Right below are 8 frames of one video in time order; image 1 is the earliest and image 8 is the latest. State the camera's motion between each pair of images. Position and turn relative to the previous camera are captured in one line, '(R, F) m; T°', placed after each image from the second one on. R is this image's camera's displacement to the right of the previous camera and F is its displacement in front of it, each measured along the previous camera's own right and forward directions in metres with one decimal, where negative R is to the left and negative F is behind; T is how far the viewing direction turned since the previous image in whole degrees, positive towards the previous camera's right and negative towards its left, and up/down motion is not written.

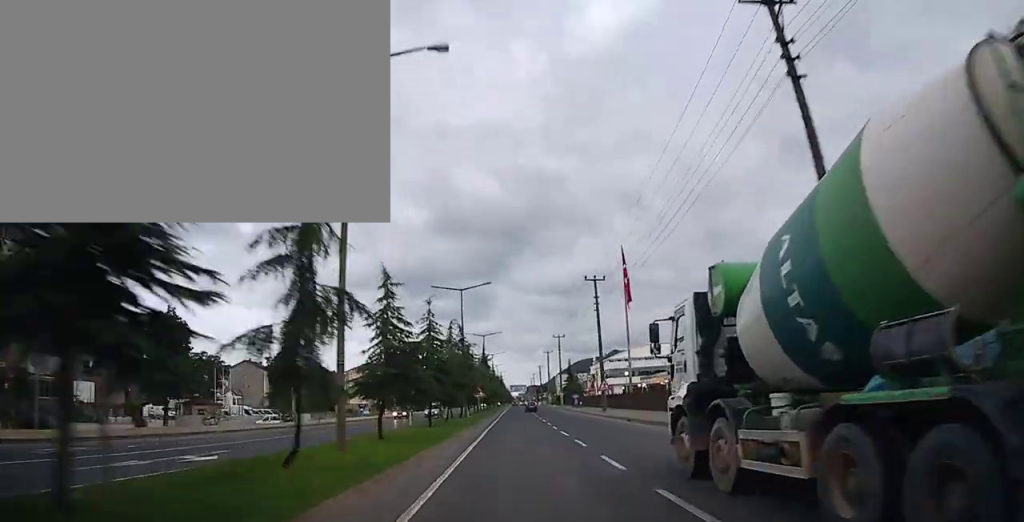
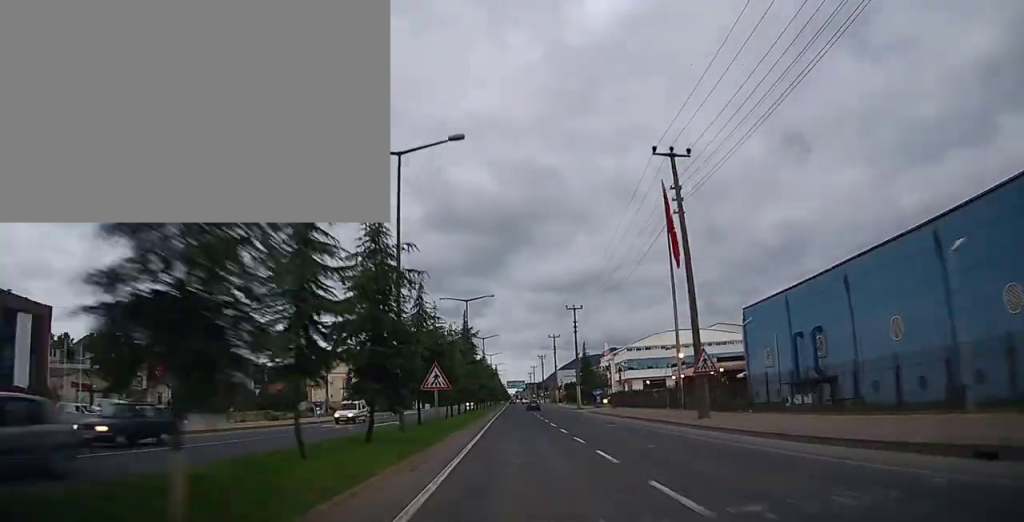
(-0.1, +29.1) m; +1°
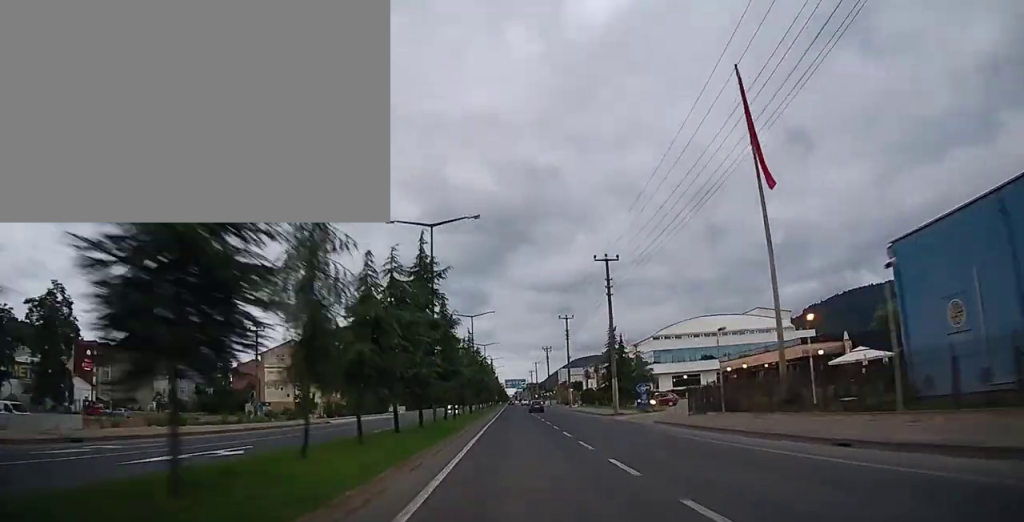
(+0.4, +25.2) m; 0°
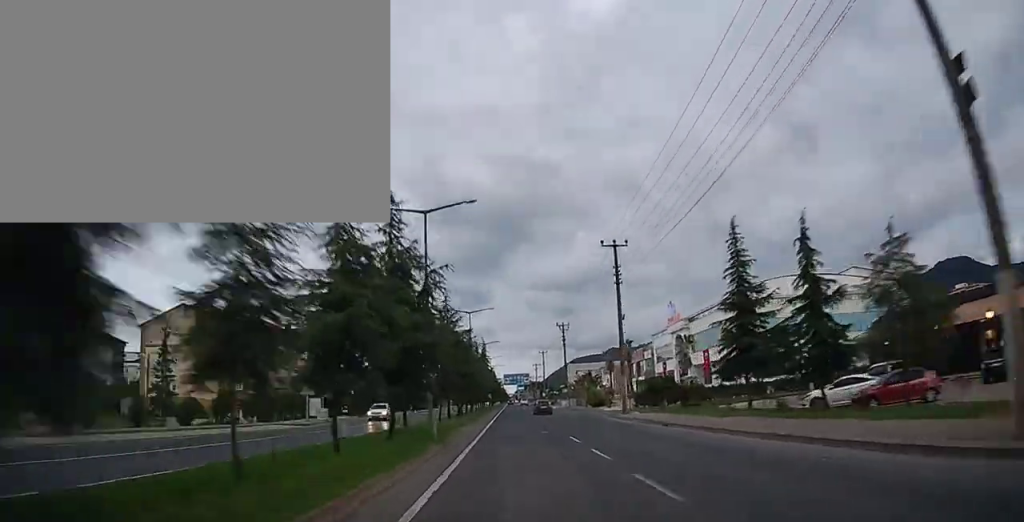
(-0.3, +37.6) m; -1°
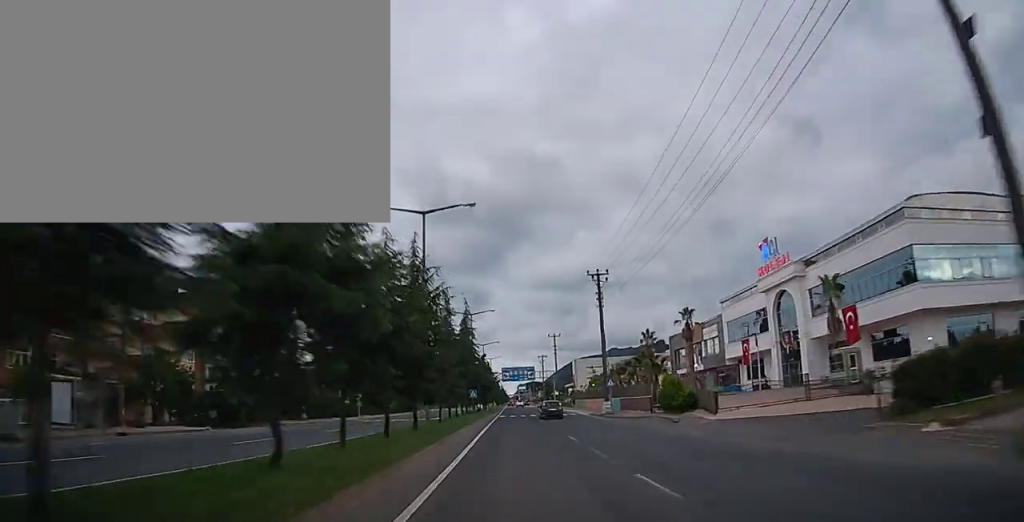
(0.0, +33.6) m; 0°
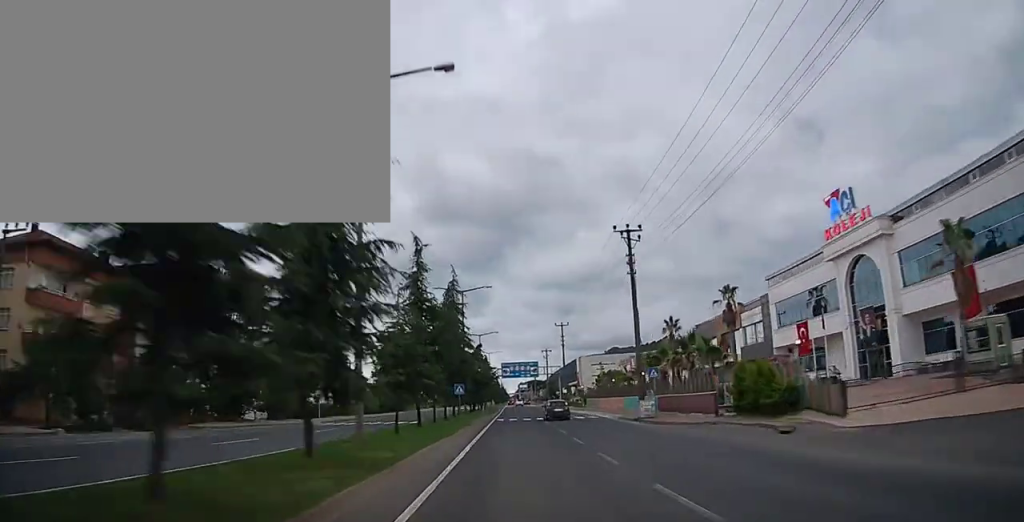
(0.0, +13.9) m; 0°
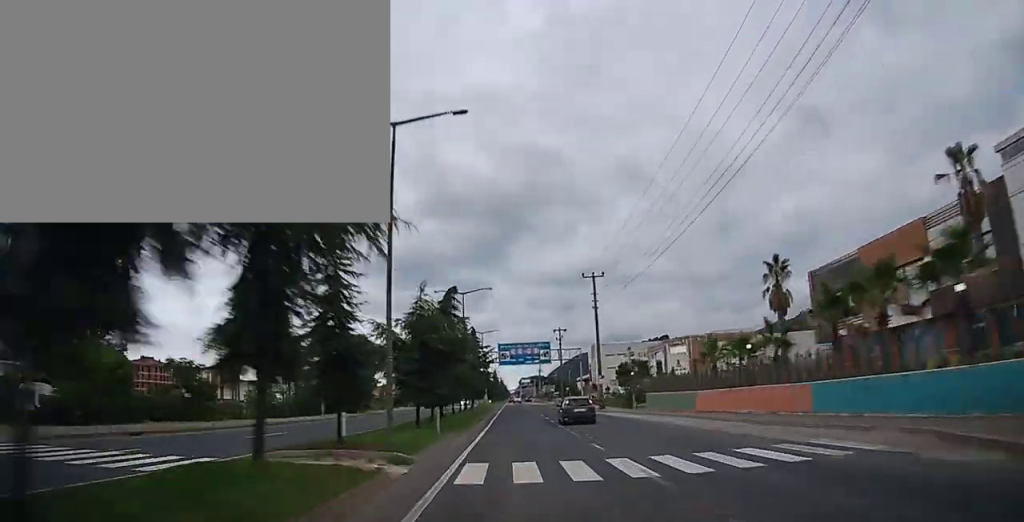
(+0.1, +31.1) m; 0°
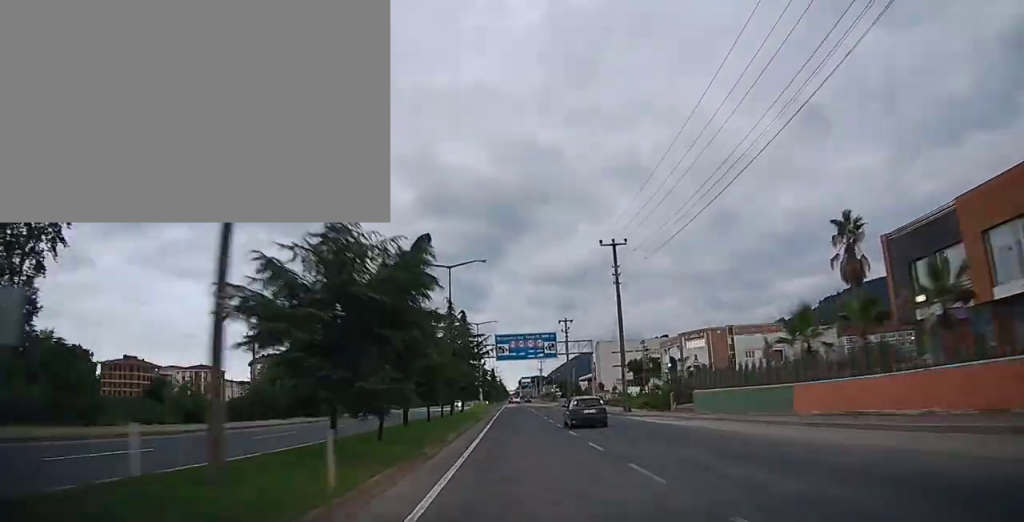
(+0.1, +12.3) m; 0°
